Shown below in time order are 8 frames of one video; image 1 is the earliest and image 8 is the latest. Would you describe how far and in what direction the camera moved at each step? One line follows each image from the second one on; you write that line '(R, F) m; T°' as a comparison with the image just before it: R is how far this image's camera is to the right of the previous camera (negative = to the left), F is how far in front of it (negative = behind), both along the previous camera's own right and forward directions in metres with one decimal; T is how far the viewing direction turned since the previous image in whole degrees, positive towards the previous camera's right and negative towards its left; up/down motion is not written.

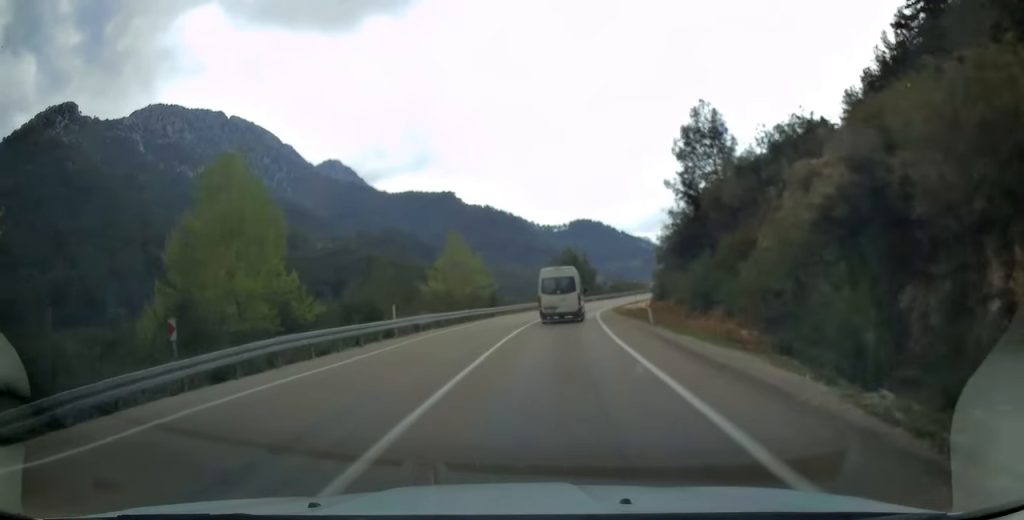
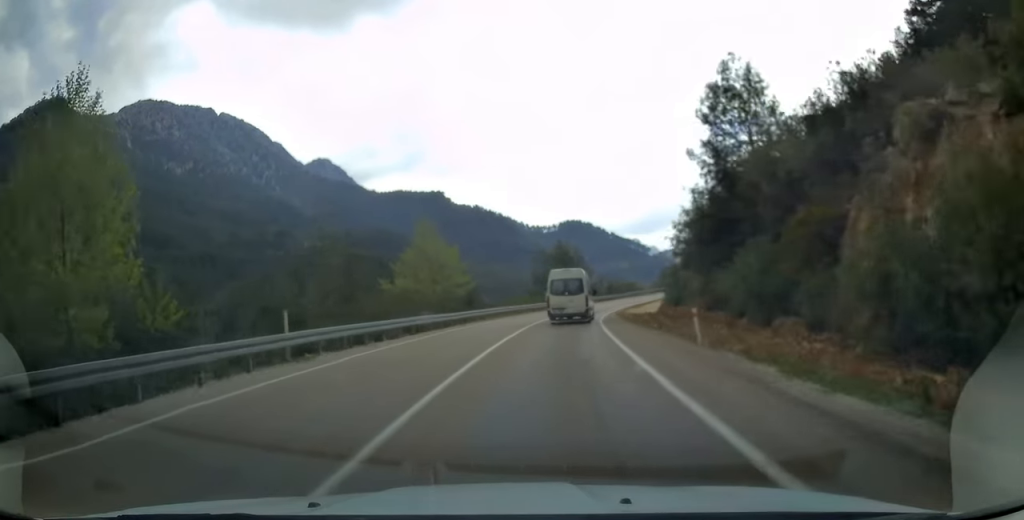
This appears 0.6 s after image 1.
(+0.1, +9.6) m; +1°
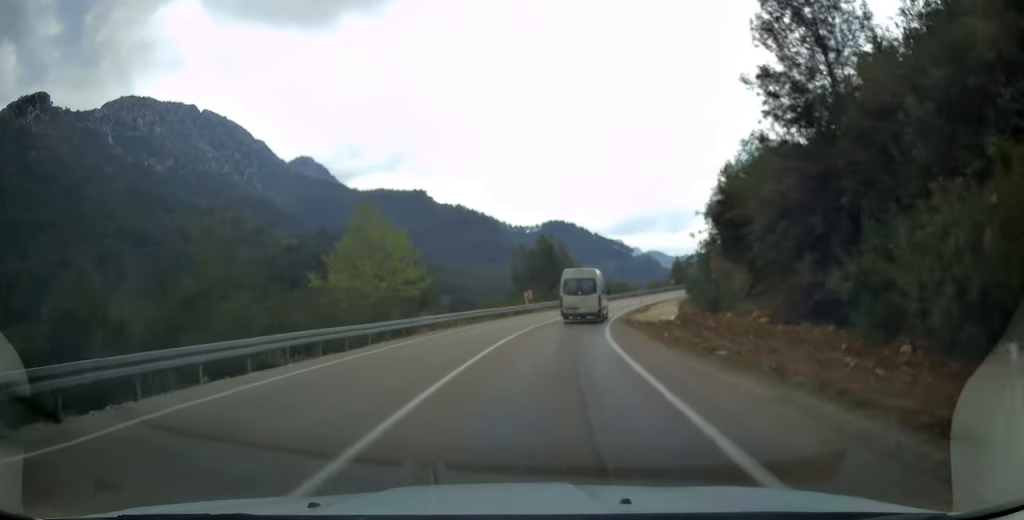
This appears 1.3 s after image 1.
(+0.1, +11.8) m; +2°
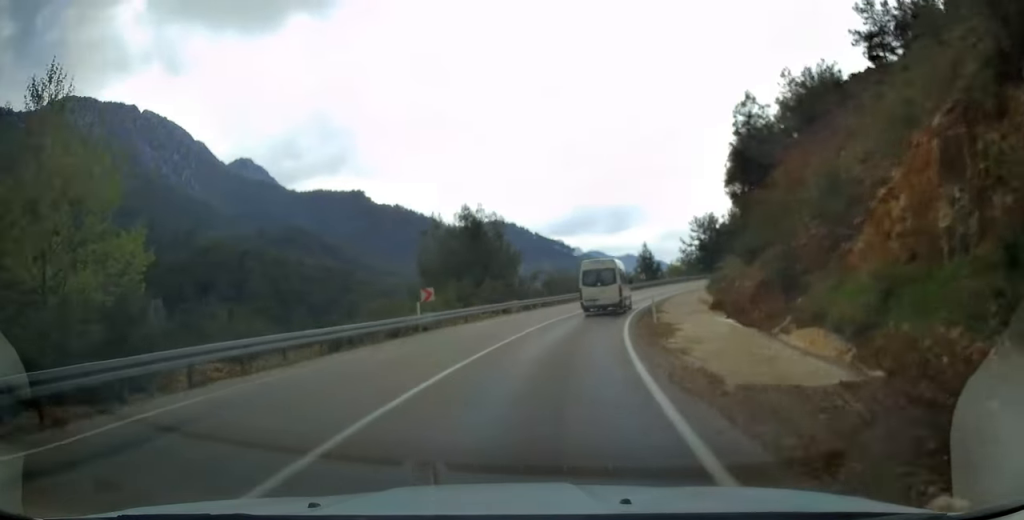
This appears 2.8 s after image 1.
(+1.0, +23.3) m; +7°
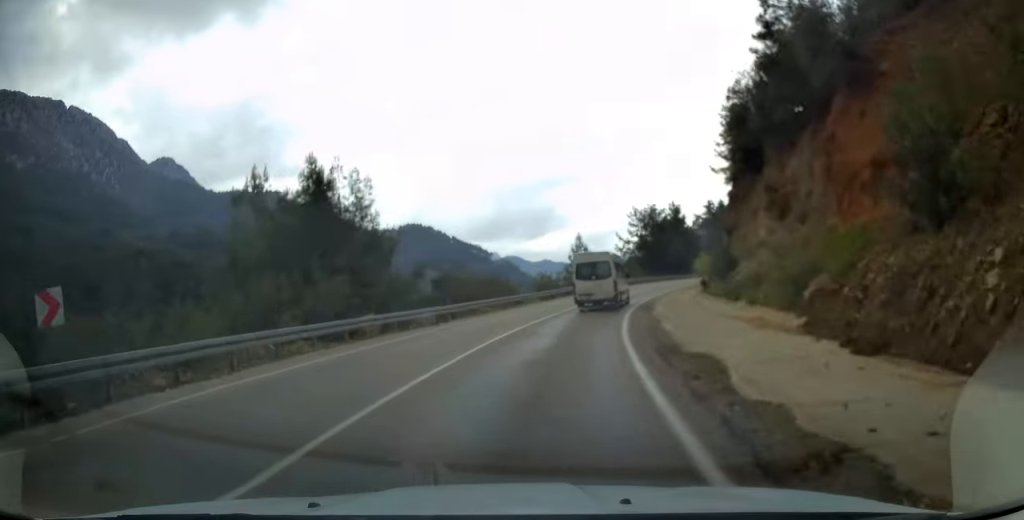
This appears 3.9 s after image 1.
(+1.2, +19.4) m; +7°
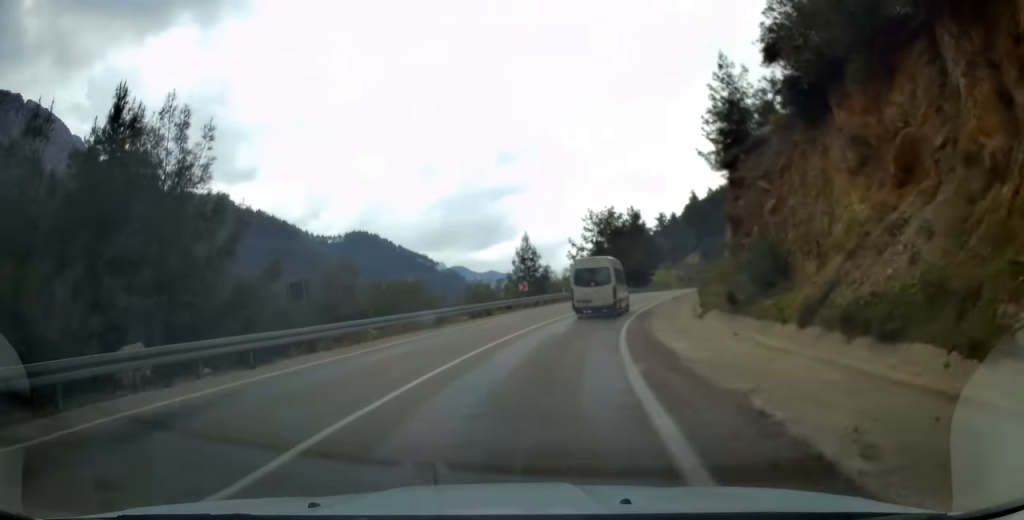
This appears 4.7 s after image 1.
(+0.6, +12.8) m; +5°
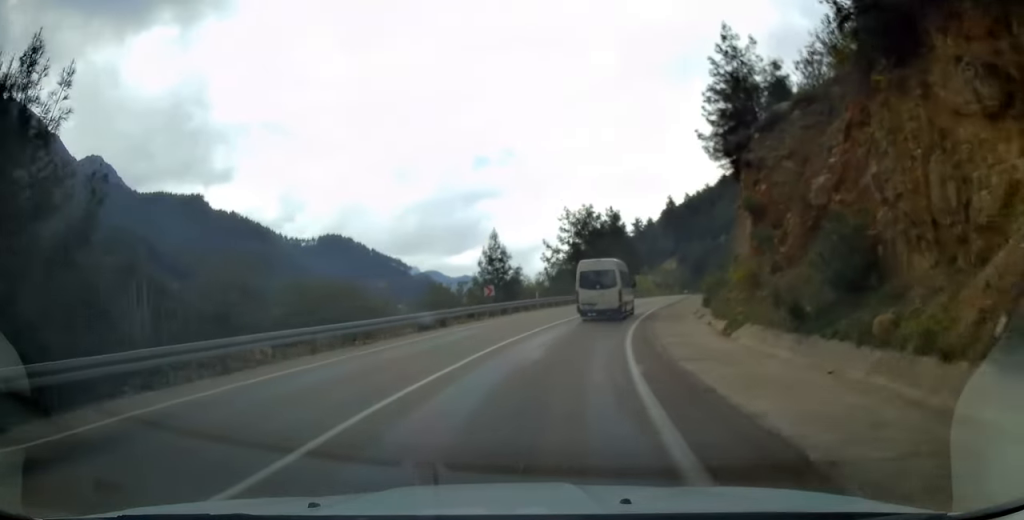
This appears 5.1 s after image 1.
(+0.3, +7.2) m; +3°
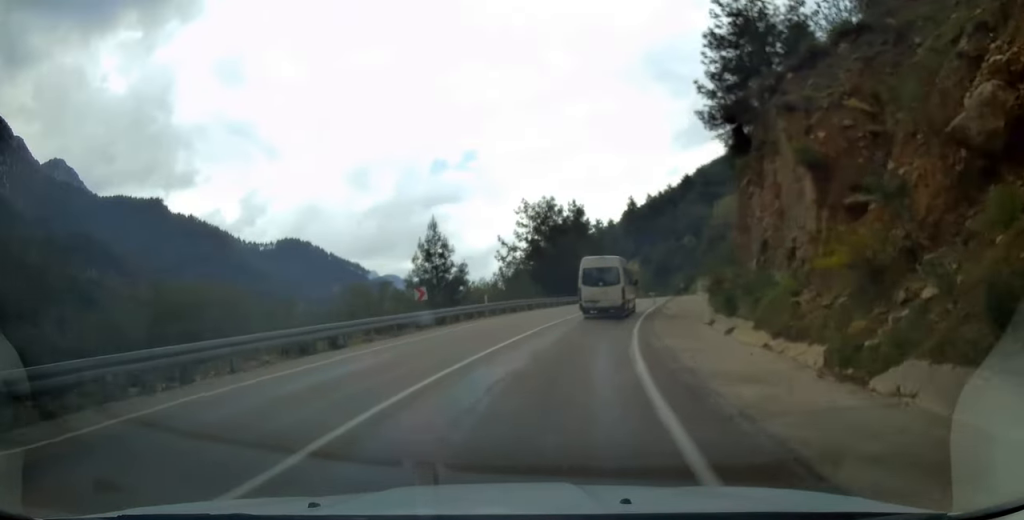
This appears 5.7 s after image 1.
(+0.2, +9.9) m; +4°
